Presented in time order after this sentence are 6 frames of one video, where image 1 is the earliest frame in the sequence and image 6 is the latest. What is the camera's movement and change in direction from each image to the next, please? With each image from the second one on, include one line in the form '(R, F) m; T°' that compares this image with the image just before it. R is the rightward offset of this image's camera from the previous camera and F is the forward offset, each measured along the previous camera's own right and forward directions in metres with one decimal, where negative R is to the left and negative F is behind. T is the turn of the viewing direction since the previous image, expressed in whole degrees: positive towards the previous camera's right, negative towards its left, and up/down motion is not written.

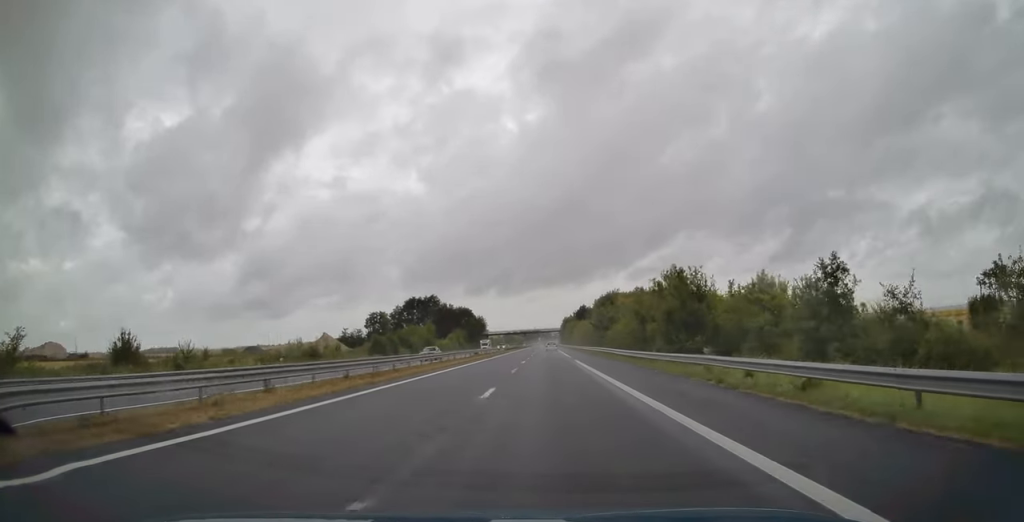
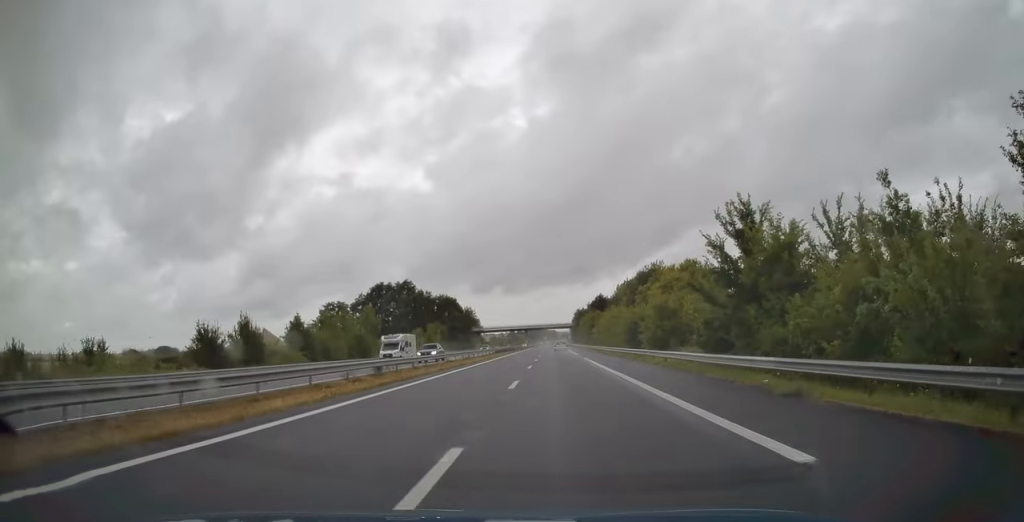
(-0.5, +49.8) m; -1°
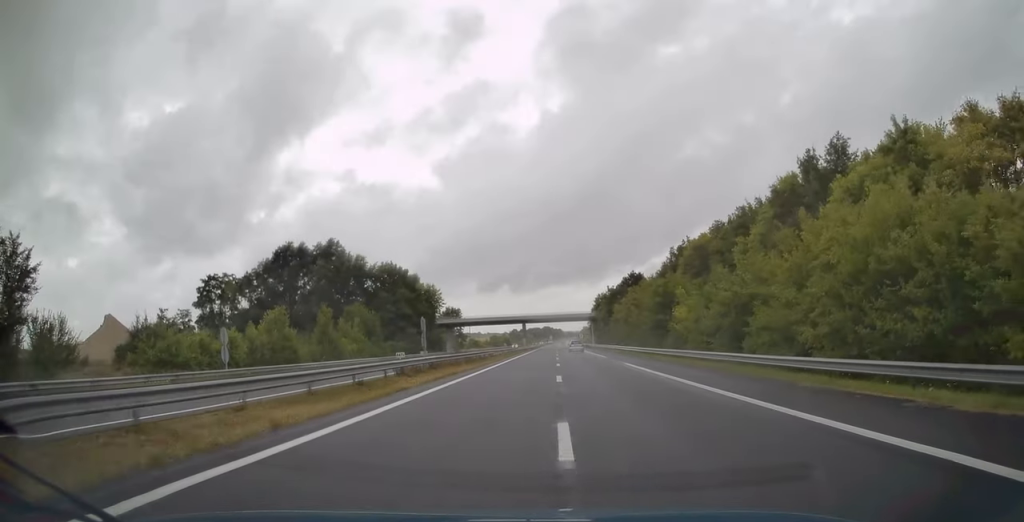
(-0.1, +63.6) m; 0°
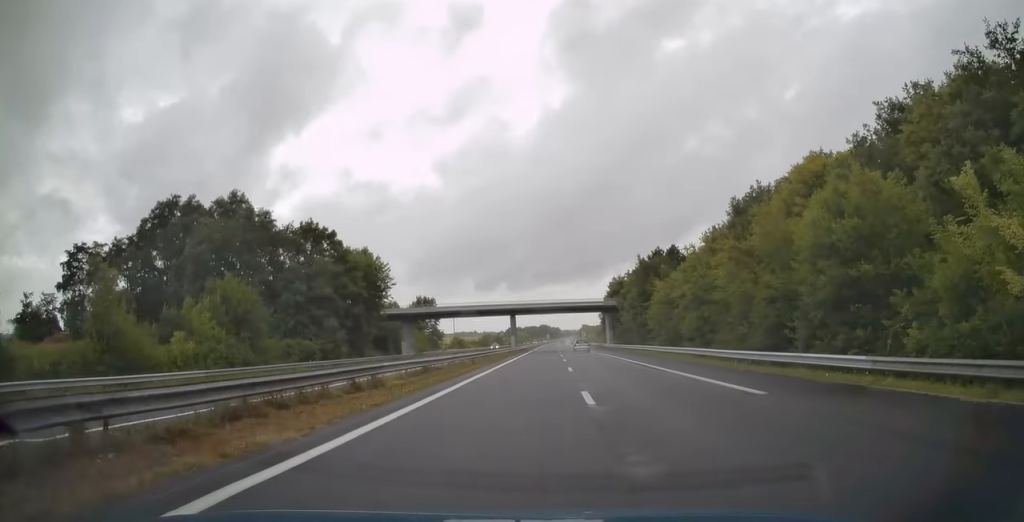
(+0.1, +34.0) m; 0°
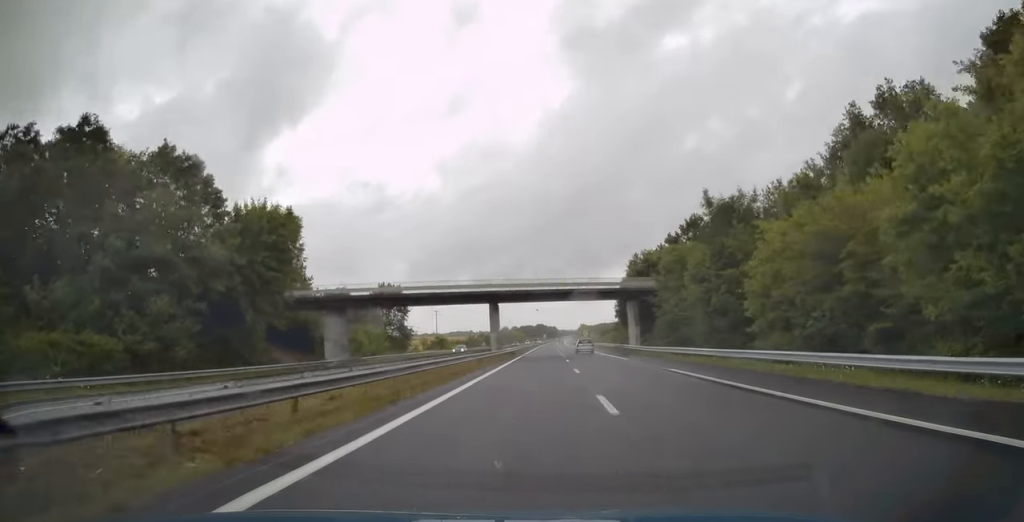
(+0.2, +27.8) m; 0°
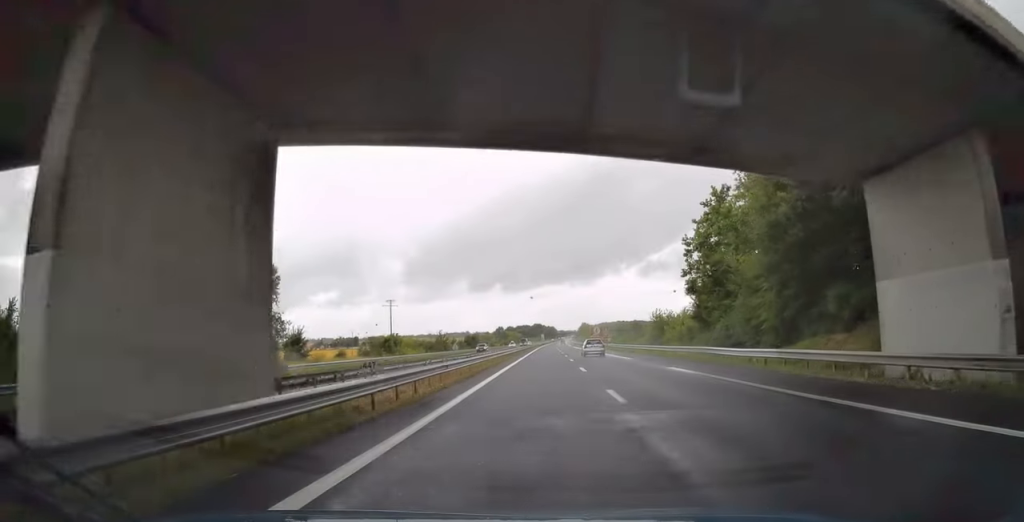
(+0.1, +51.0) m; 0°
